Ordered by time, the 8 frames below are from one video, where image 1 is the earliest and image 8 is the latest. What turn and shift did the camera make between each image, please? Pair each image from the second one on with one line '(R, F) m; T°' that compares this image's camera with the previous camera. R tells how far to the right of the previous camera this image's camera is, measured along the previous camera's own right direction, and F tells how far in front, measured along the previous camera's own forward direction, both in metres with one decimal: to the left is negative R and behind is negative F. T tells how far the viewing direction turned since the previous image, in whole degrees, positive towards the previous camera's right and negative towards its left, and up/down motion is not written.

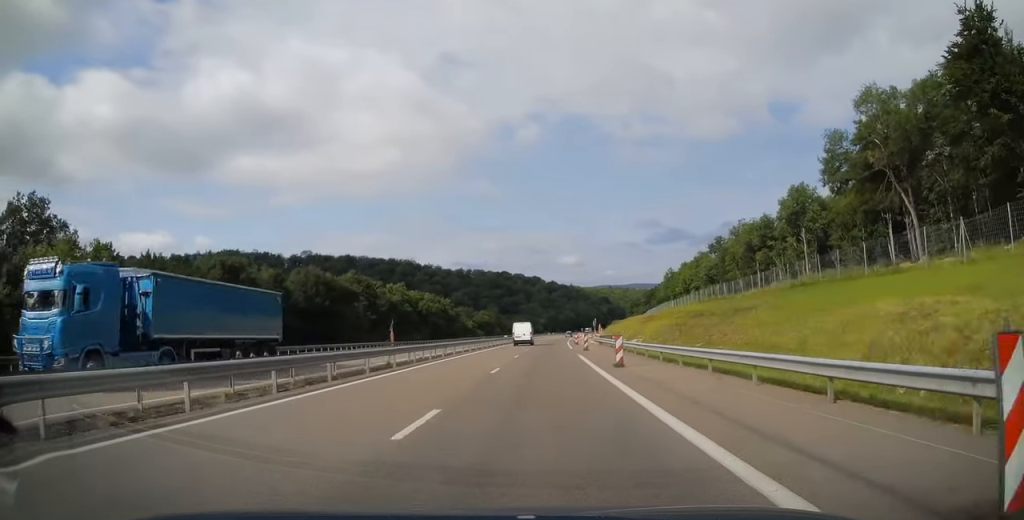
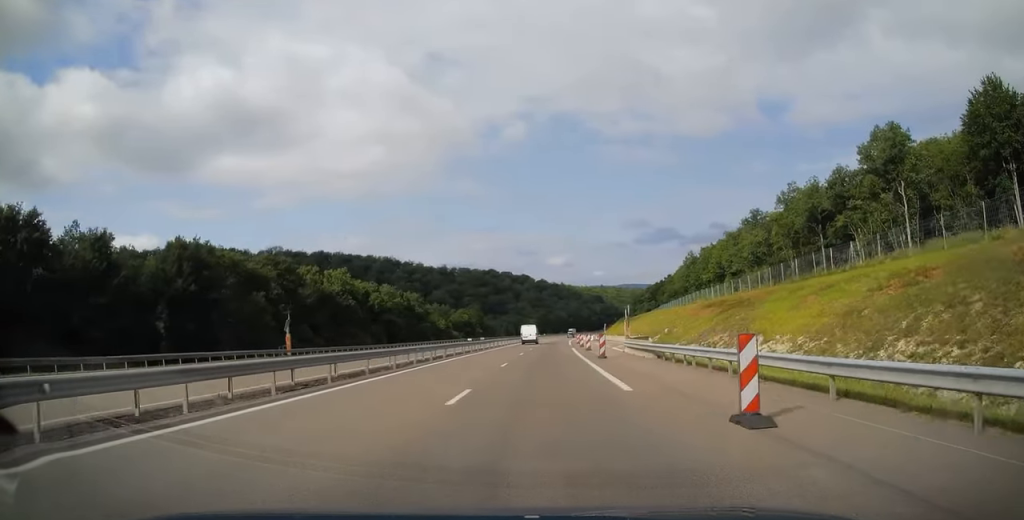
(+0.6, +36.0) m; +1°
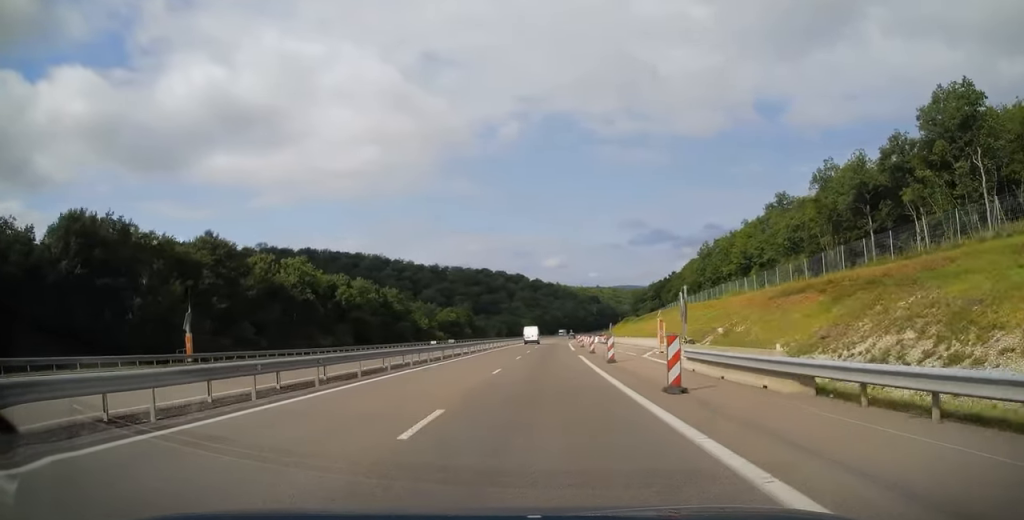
(0.0, +17.0) m; +1°
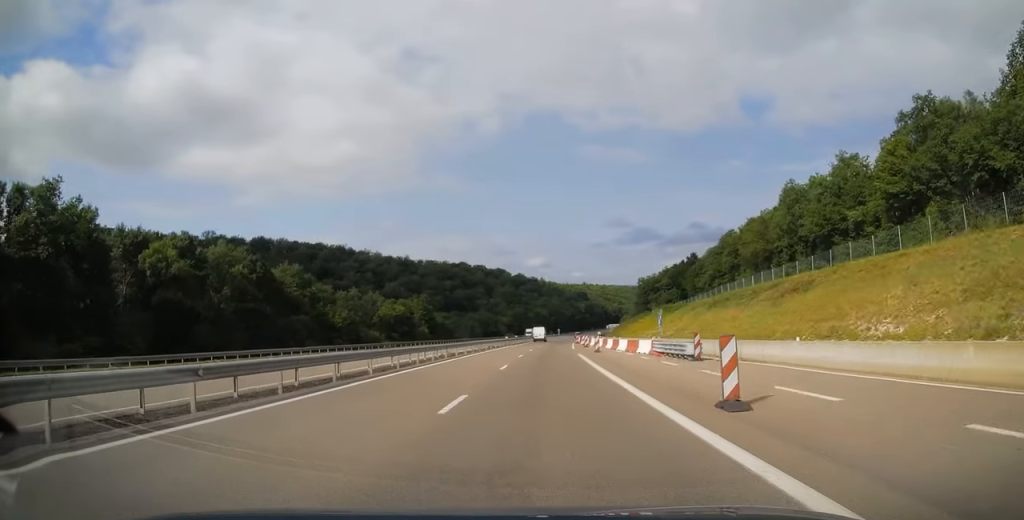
(+0.8, +50.7) m; +2°
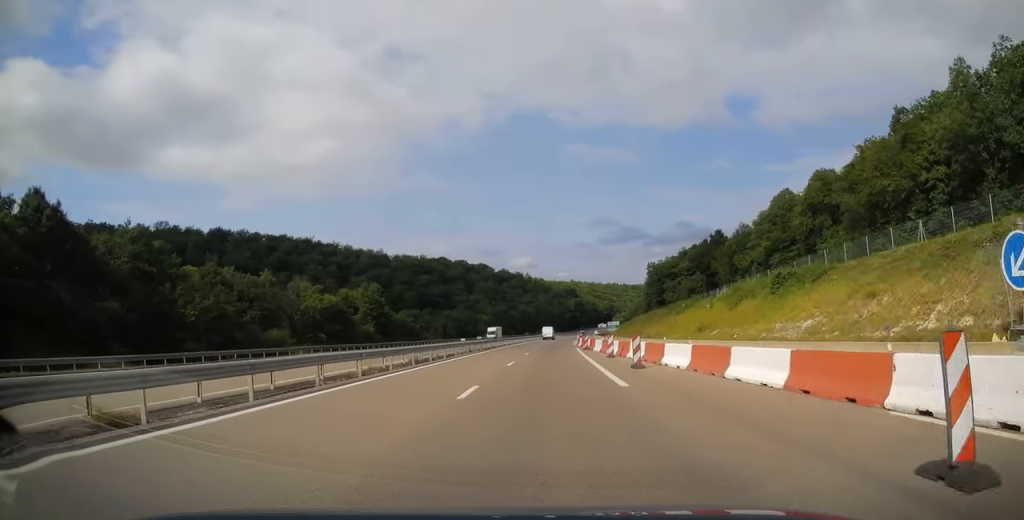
(+0.4, +37.3) m; +1°
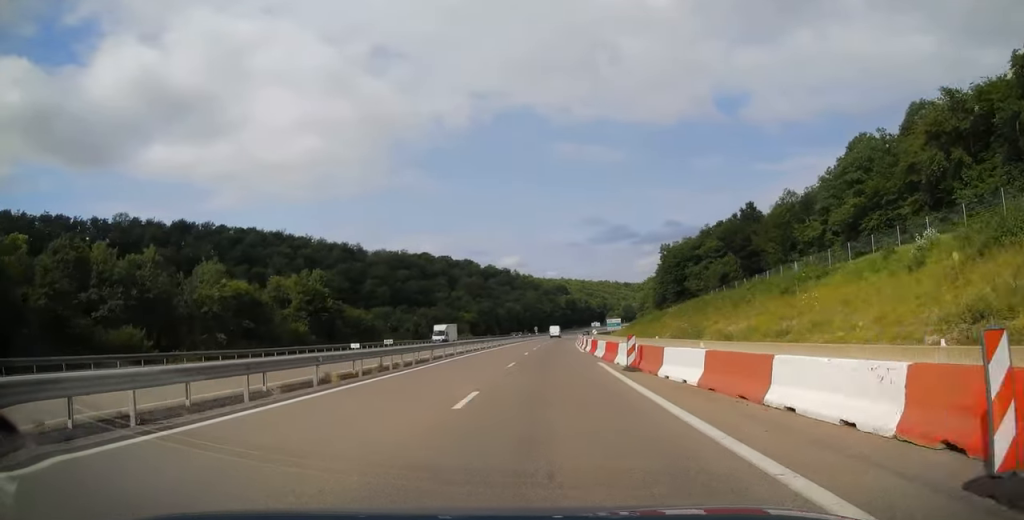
(+0.2, +28.3) m; +1°
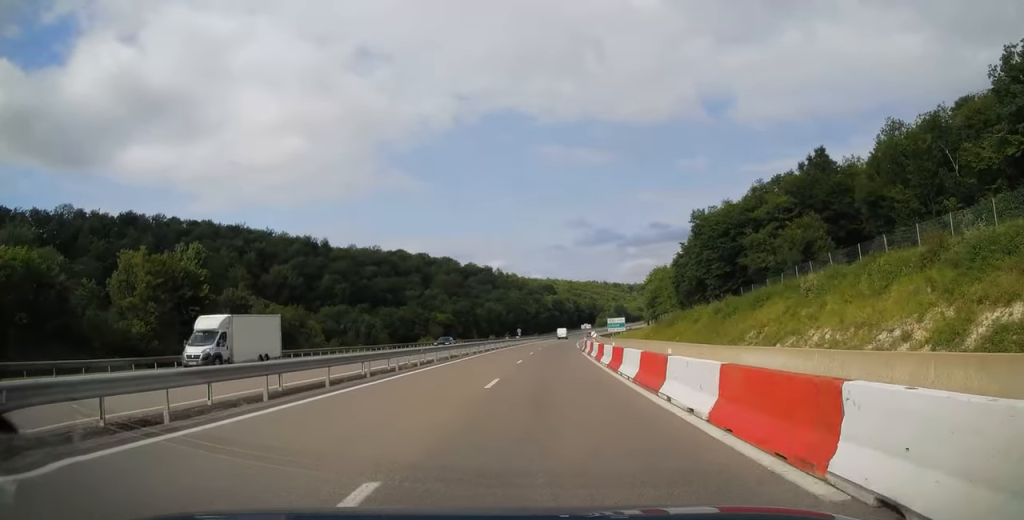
(+0.6, +34.7) m; +2°
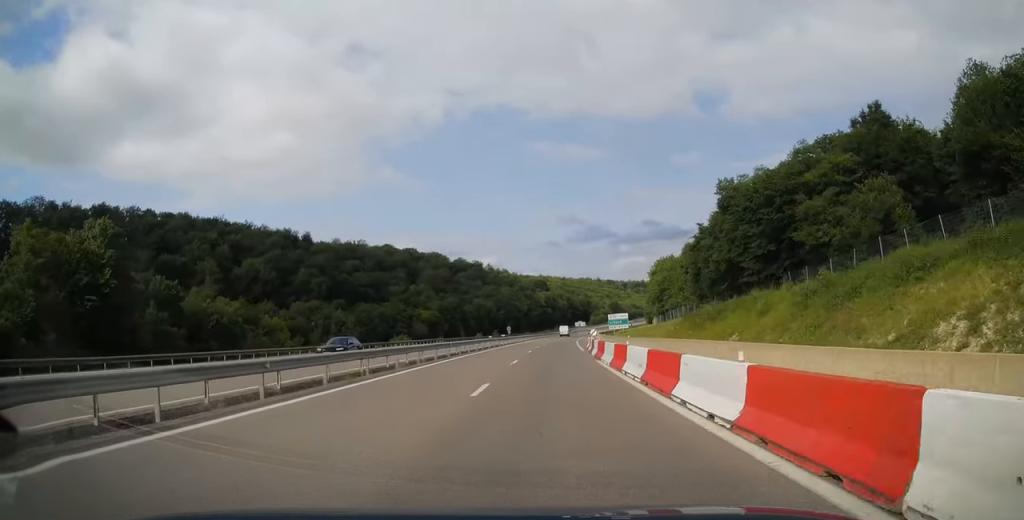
(+0.2, +16.1) m; +1°
